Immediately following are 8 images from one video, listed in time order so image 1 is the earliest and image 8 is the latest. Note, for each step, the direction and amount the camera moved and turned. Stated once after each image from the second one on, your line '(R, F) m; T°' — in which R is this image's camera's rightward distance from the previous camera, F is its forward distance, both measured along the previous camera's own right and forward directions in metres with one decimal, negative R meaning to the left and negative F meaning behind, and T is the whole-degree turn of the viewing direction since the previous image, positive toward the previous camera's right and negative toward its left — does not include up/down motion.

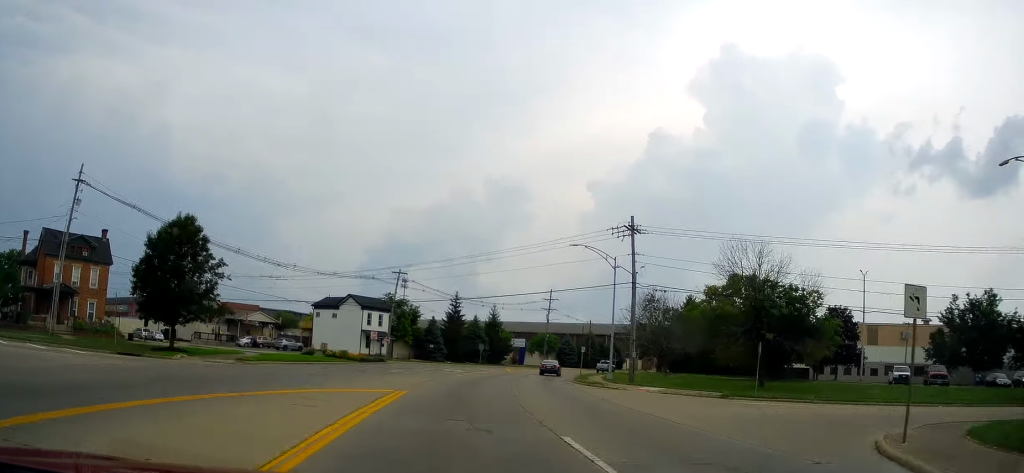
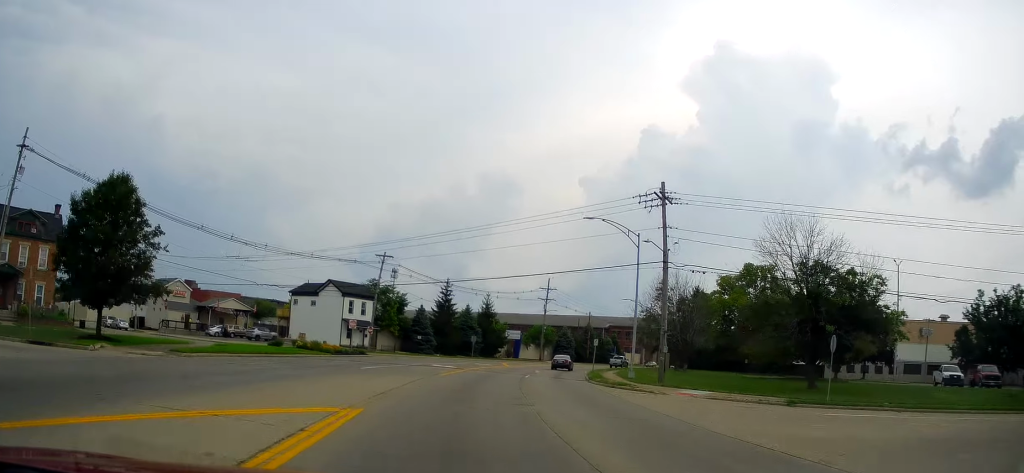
(-0.1, +8.0) m; 0°
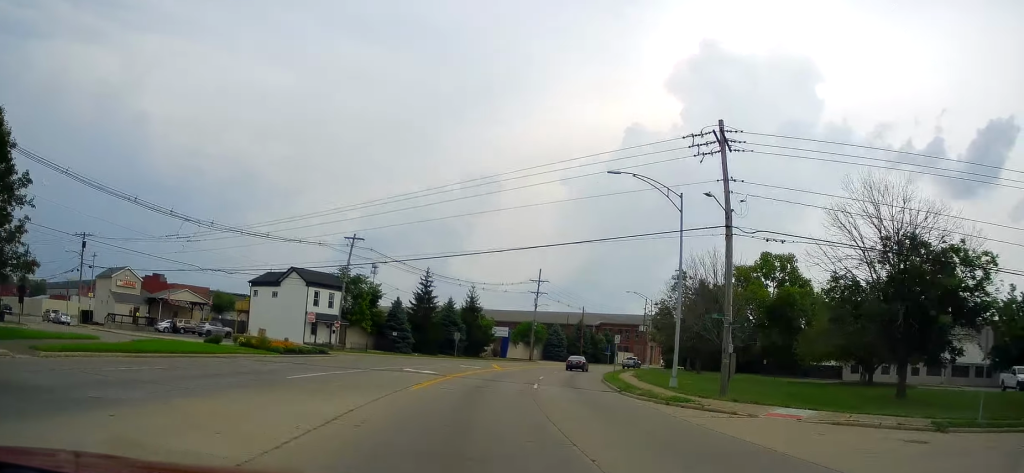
(0.0, +10.4) m; +2°
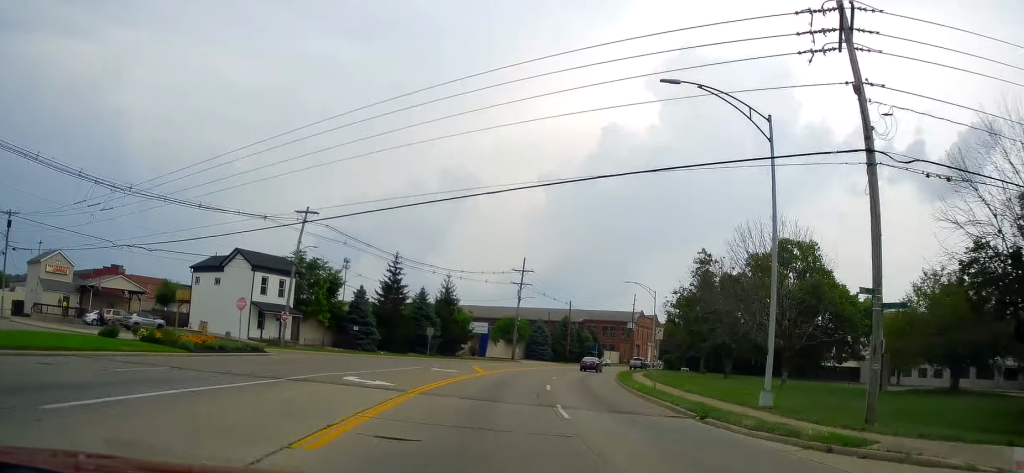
(-0.2, +11.0) m; +3°
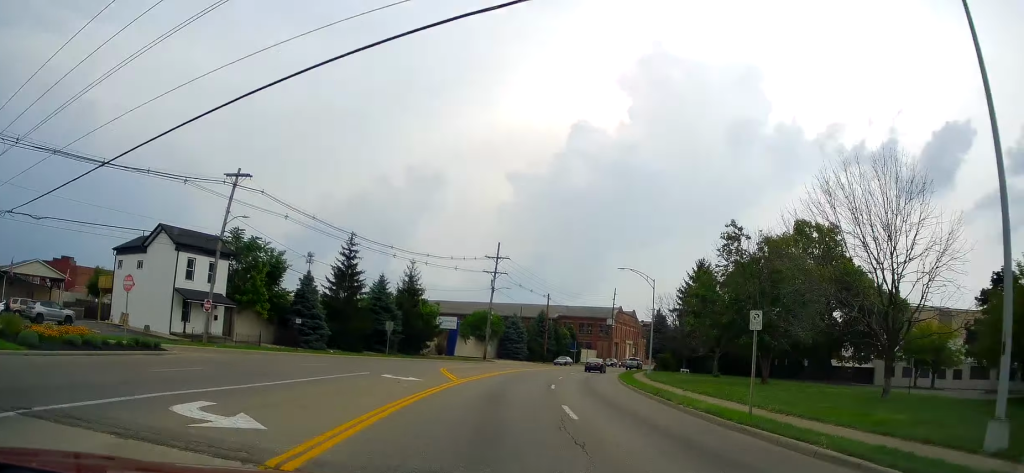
(+0.7, +10.5) m; +3°
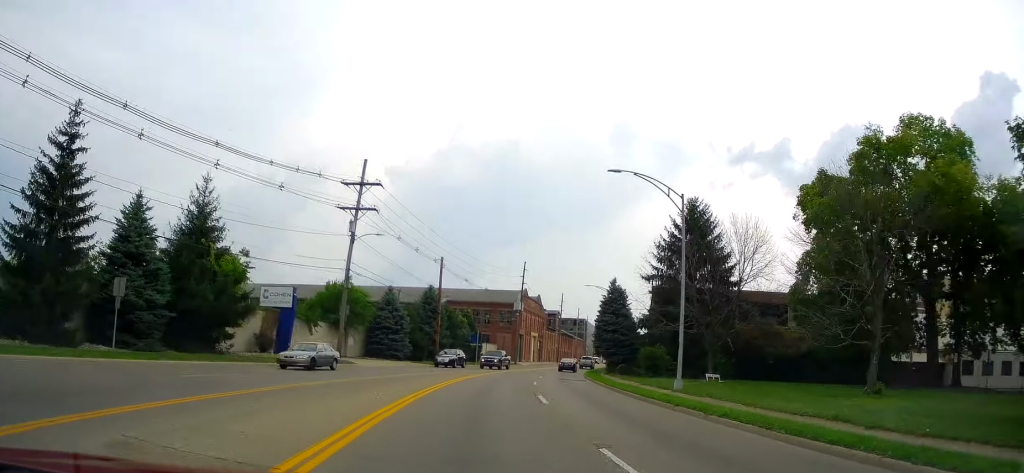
(+1.4, +32.7) m; +6°
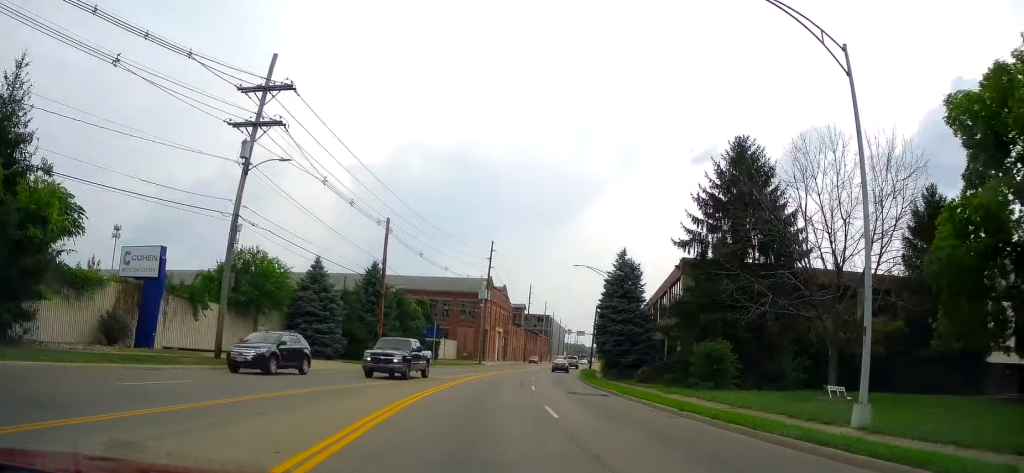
(+0.7, +15.7) m; +6°
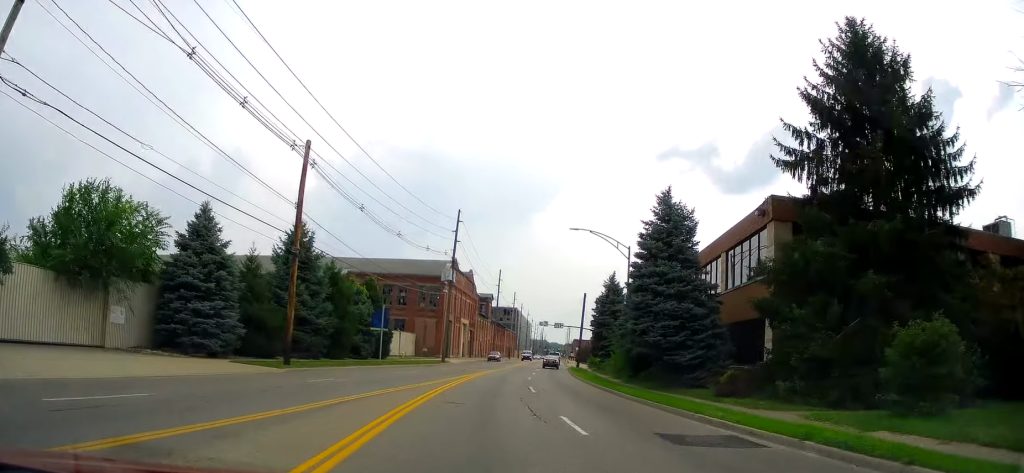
(+0.8, +14.9) m; +5°
